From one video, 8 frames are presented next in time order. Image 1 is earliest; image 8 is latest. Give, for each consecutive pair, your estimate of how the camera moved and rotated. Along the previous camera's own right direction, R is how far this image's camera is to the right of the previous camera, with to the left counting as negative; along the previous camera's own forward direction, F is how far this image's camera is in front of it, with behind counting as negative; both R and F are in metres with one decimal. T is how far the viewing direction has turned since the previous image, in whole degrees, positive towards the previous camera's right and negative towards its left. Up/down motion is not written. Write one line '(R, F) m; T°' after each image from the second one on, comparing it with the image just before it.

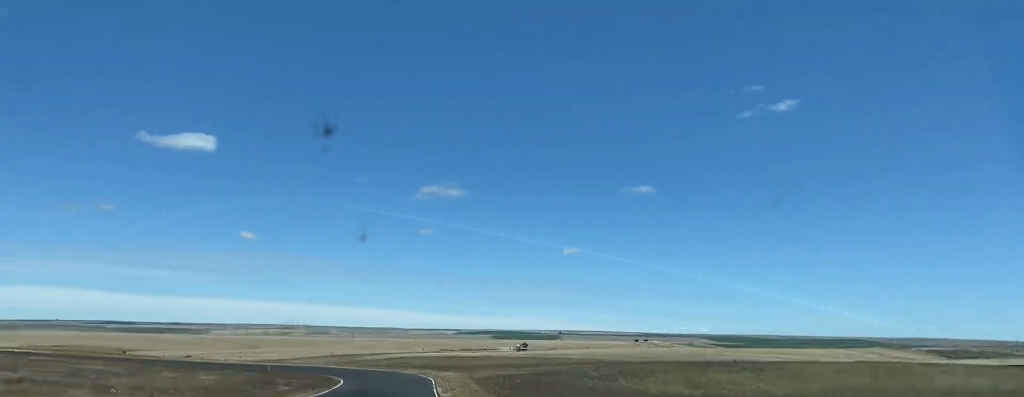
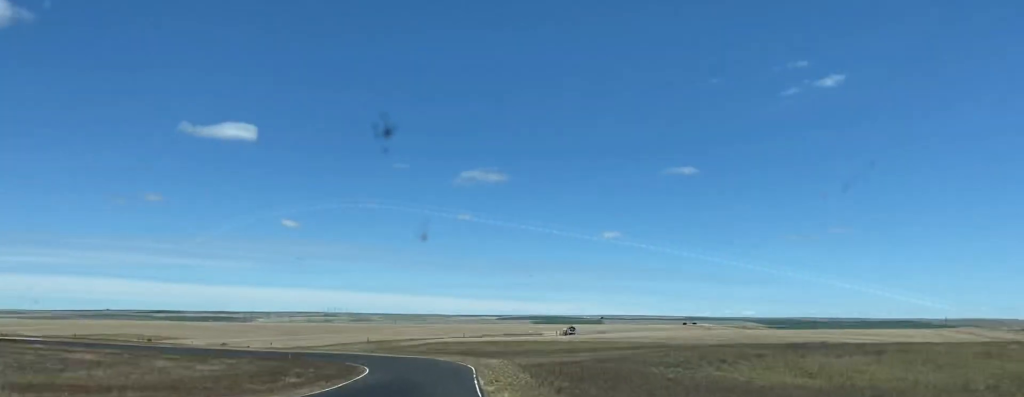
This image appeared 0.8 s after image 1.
(-1.1, +17.6) m; -5°
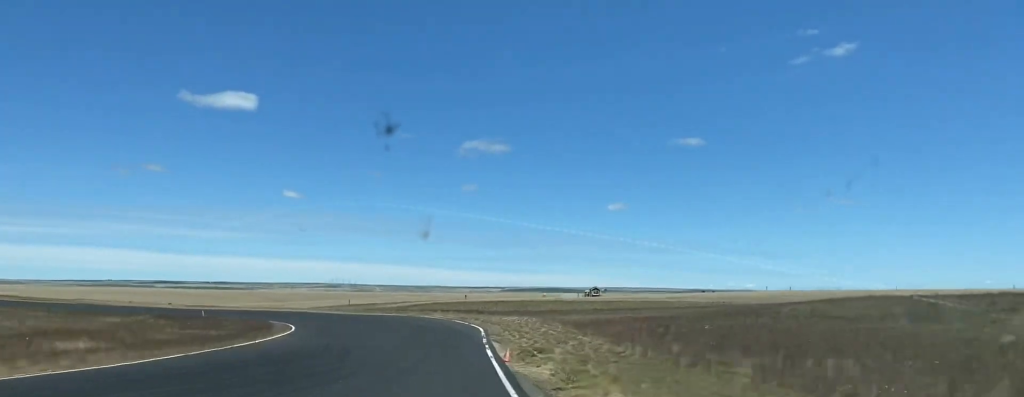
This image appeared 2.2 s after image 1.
(-1.5, +37.9) m; -4°
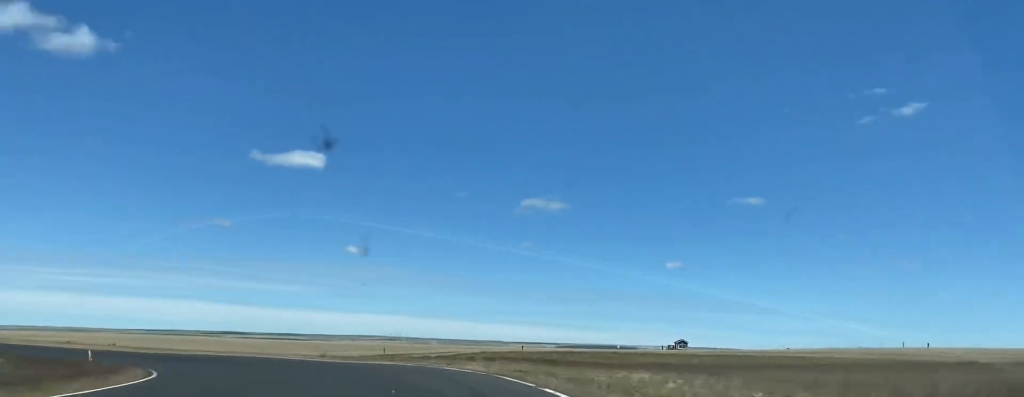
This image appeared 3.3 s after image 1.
(-0.8, +30.9) m; -7°
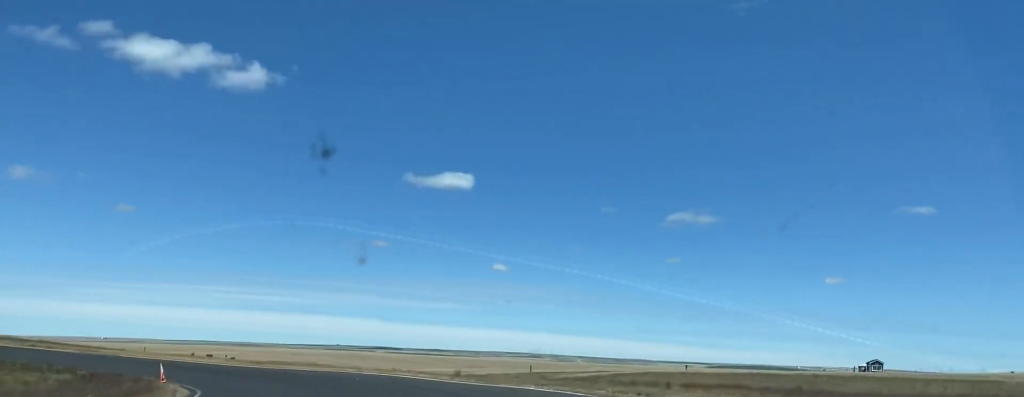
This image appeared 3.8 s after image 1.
(+0.2, +14.3) m; -6°
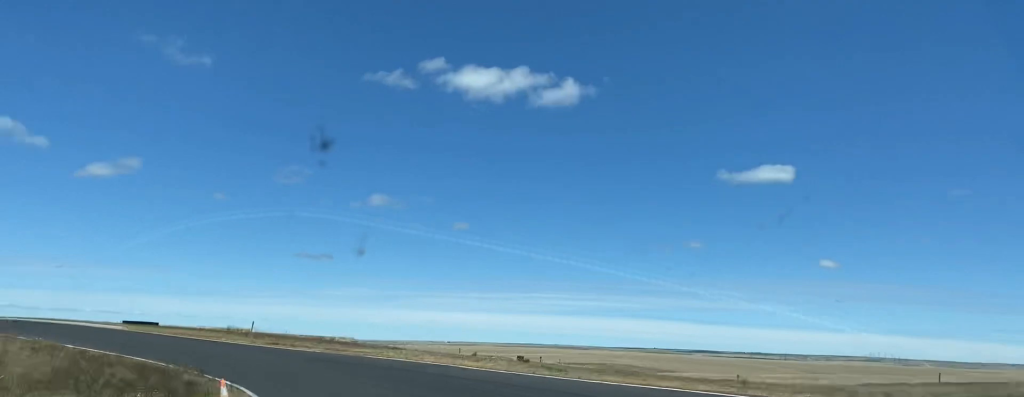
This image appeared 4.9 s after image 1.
(-4.1, +30.2) m; -22°
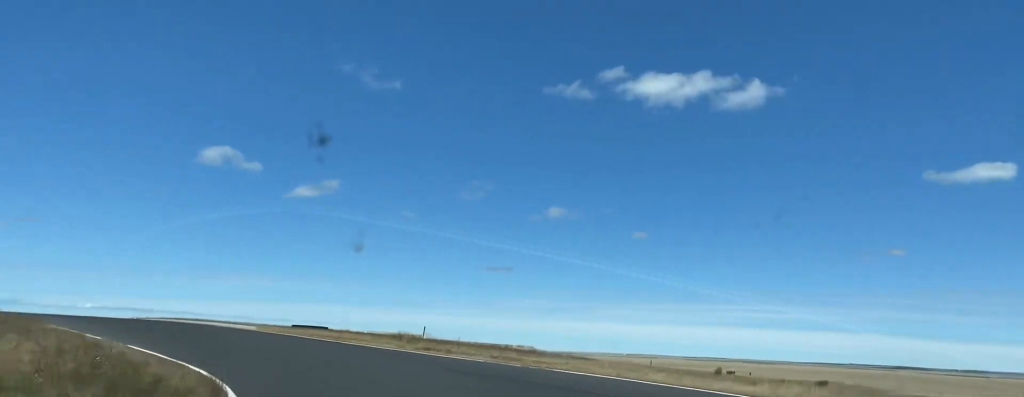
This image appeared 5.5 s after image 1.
(-3.8, +17.1) m; -14°
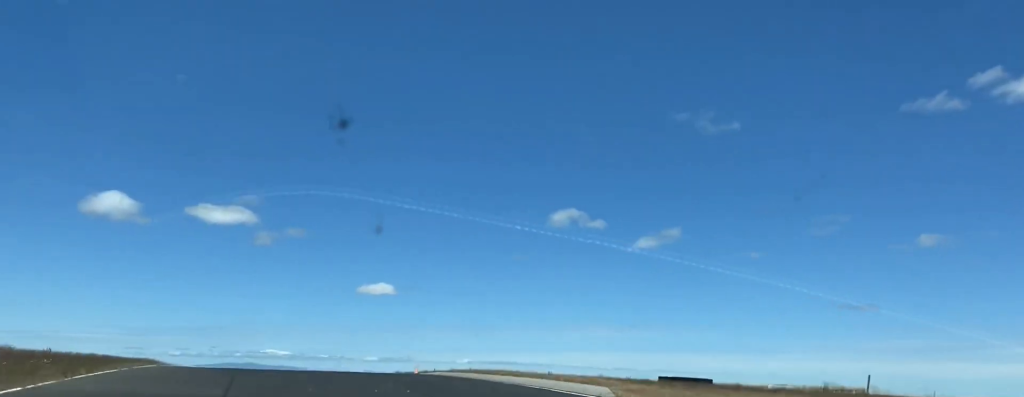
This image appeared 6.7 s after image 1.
(-7.7, +34.5) m; -22°
